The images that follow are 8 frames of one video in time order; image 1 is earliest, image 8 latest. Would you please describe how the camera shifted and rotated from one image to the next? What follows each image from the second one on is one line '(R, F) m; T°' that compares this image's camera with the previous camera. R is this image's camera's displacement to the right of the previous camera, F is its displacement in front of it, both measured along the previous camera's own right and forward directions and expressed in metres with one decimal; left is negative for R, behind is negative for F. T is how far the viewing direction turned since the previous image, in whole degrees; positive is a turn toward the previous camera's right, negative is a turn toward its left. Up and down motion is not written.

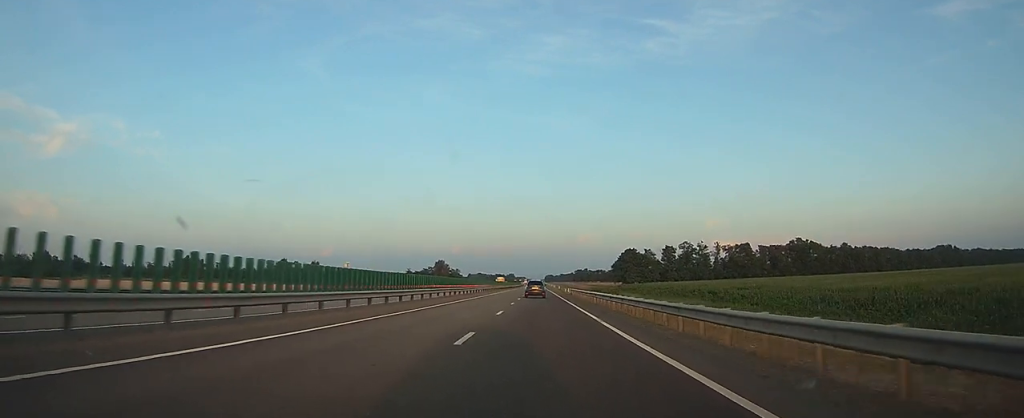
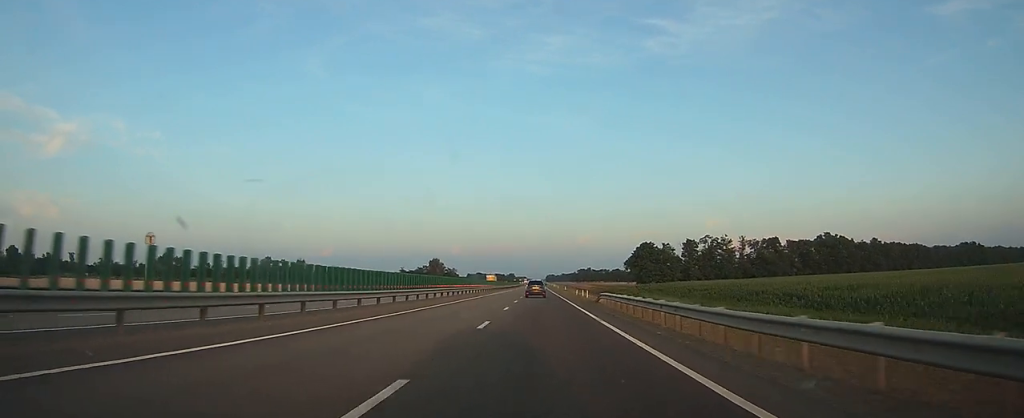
(-0.1, +31.5) m; 0°
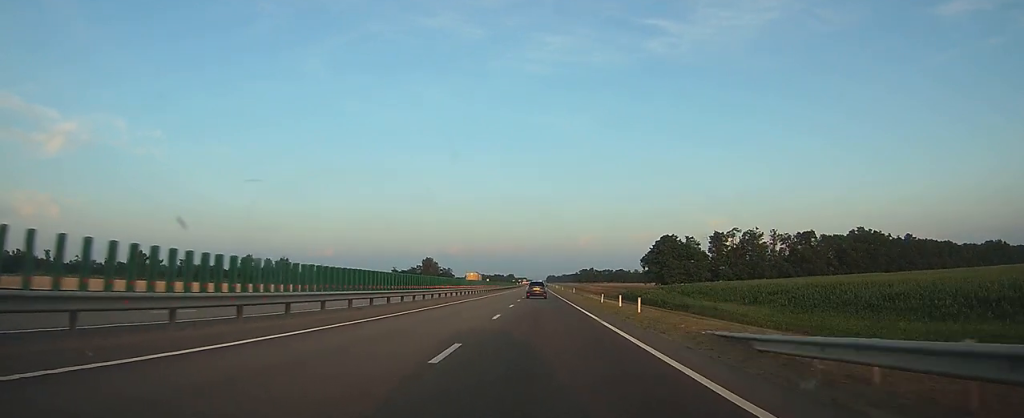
(-0.1, +31.3) m; 0°
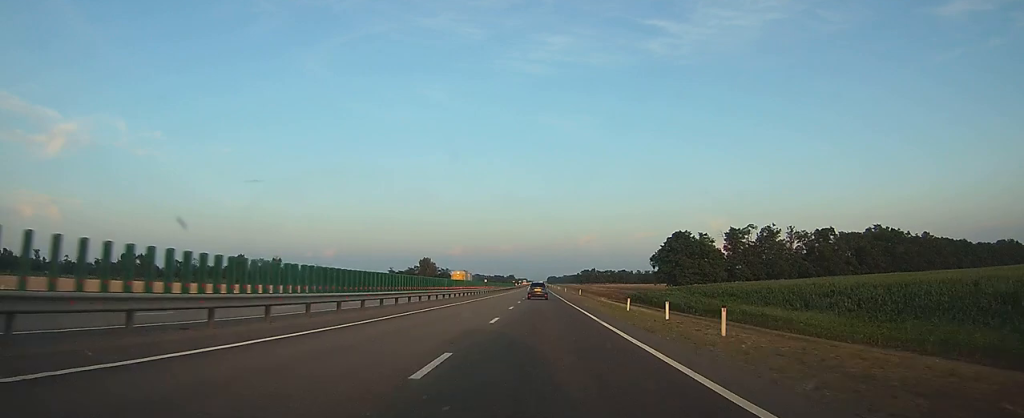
(0.0, +13.5) m; 0°
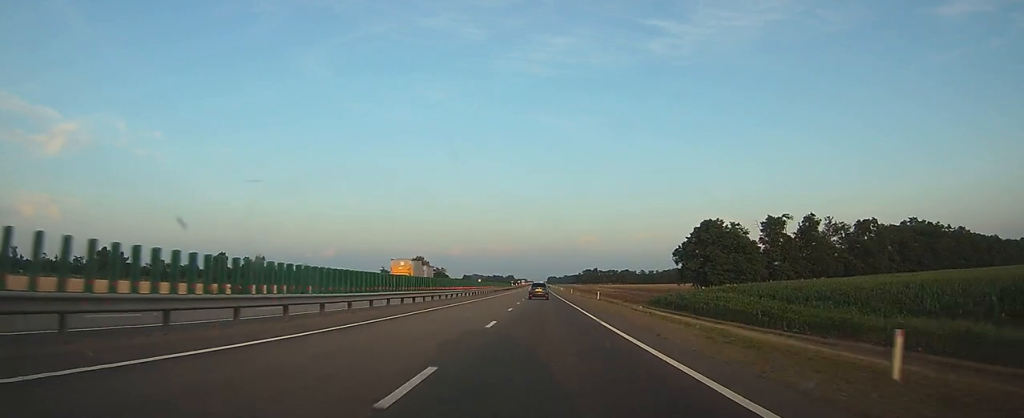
(0.0, +25.8) m; 0°
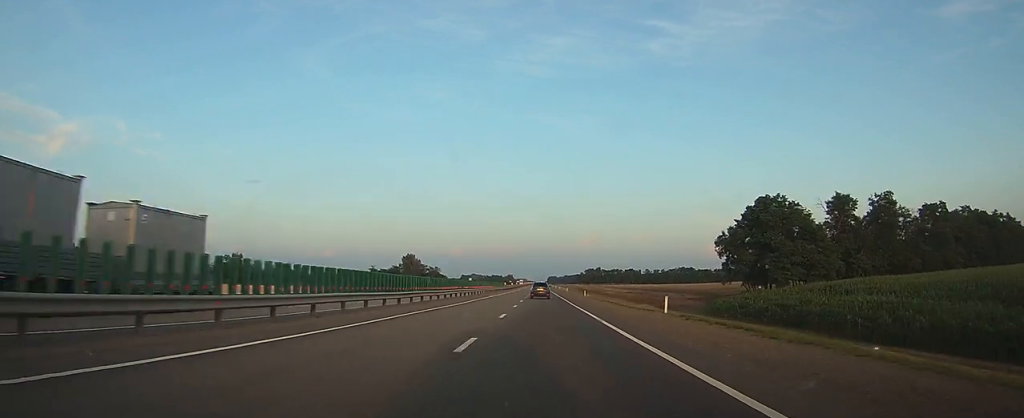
(+0.1, +30.8) m; 0°
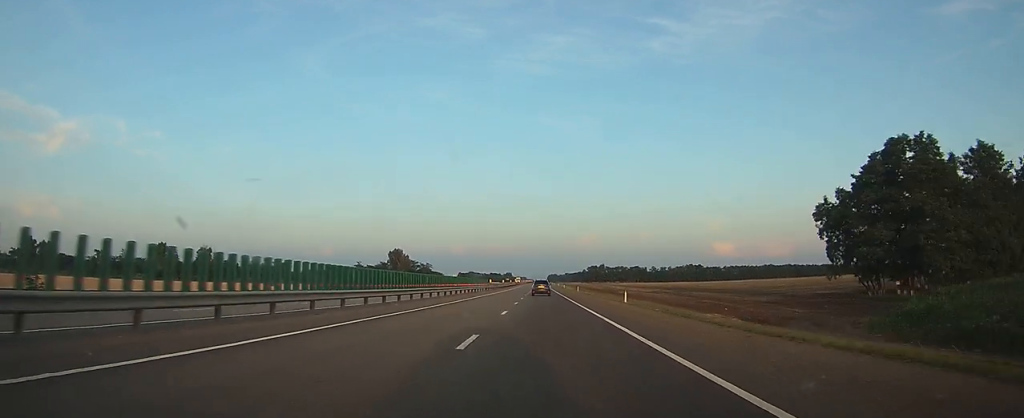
(0.0, +35.8) m; 0°
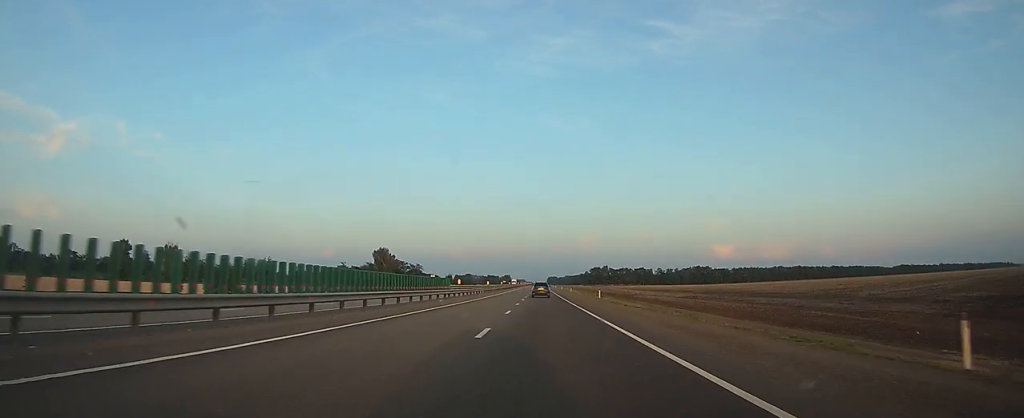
(0.0, +32.7) m; 0°
